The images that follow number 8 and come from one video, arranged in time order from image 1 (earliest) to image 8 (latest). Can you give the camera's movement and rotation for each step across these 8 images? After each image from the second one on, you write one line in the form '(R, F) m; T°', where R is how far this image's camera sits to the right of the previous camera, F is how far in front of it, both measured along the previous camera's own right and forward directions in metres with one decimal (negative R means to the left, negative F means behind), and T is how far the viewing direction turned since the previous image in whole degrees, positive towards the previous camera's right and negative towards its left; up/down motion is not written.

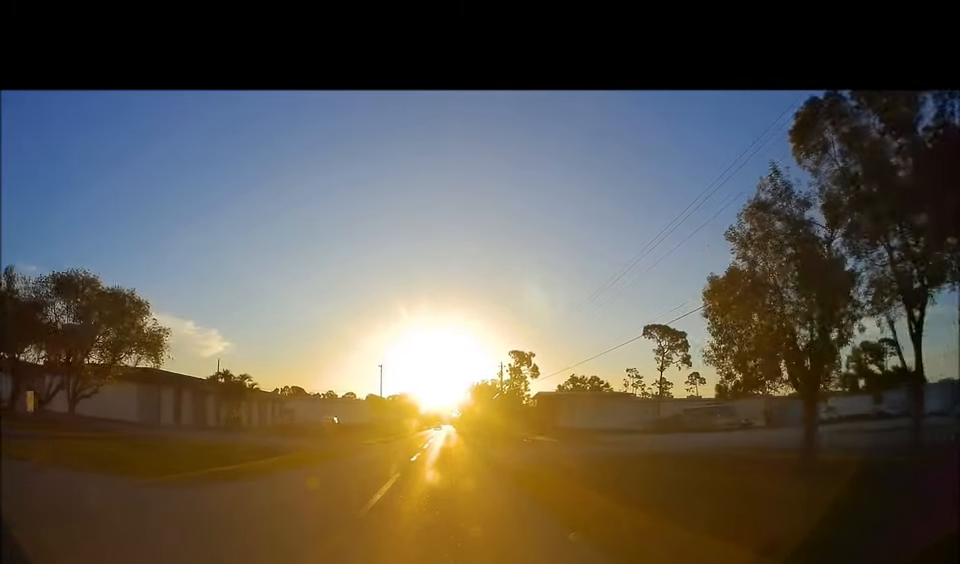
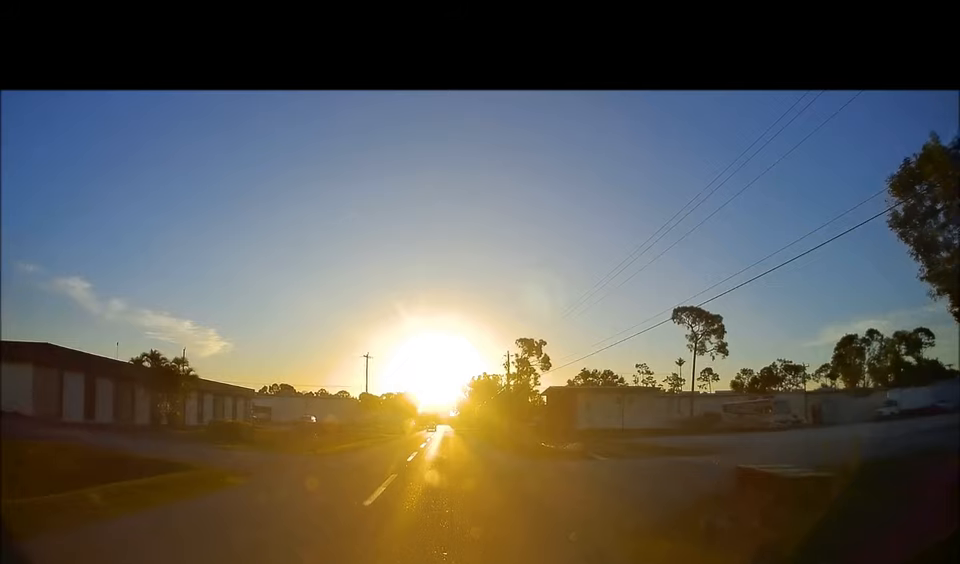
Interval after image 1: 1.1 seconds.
(0.0, +12.9) m; +2°
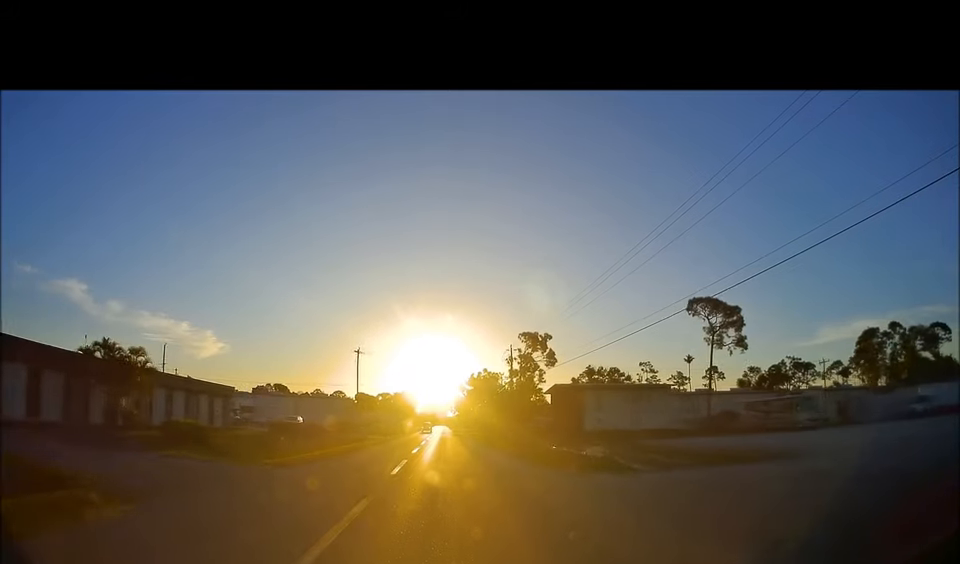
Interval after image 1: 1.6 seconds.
(+0.1, +5.9) m; +1°
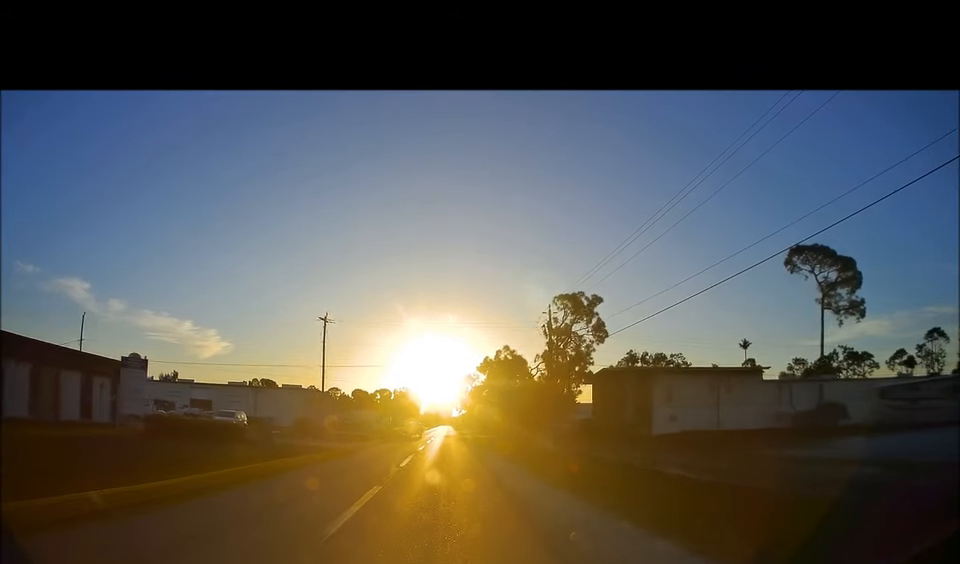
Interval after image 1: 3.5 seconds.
(0.0, +23.0) m; 0°
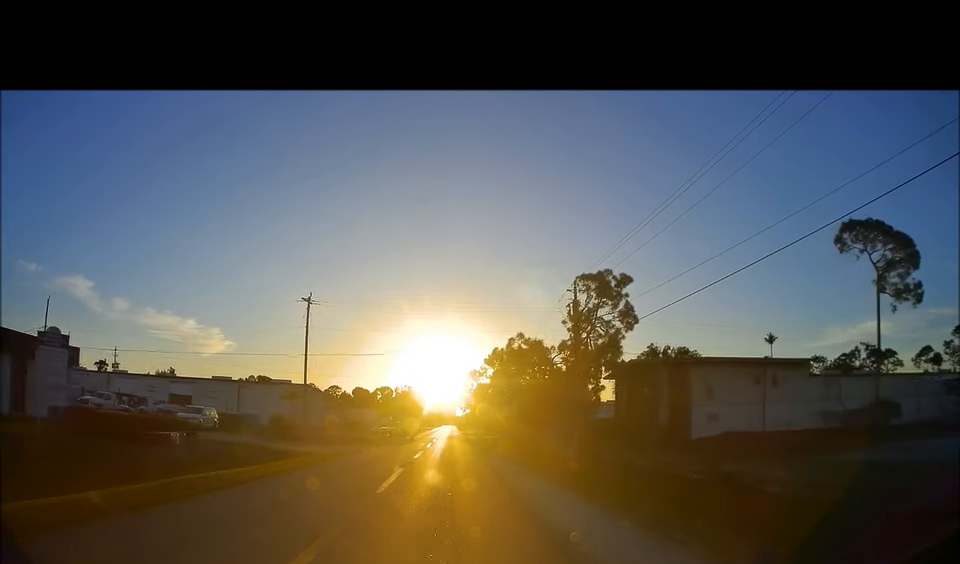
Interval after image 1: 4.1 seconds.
(0.0, +7.8) m; 0°
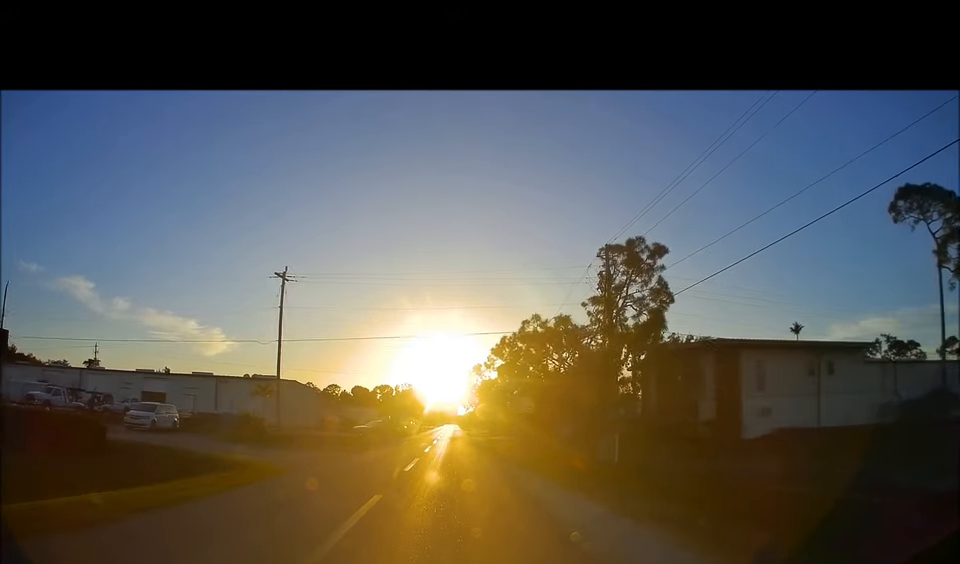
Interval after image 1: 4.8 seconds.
(0.0, +7.8) m; 0°
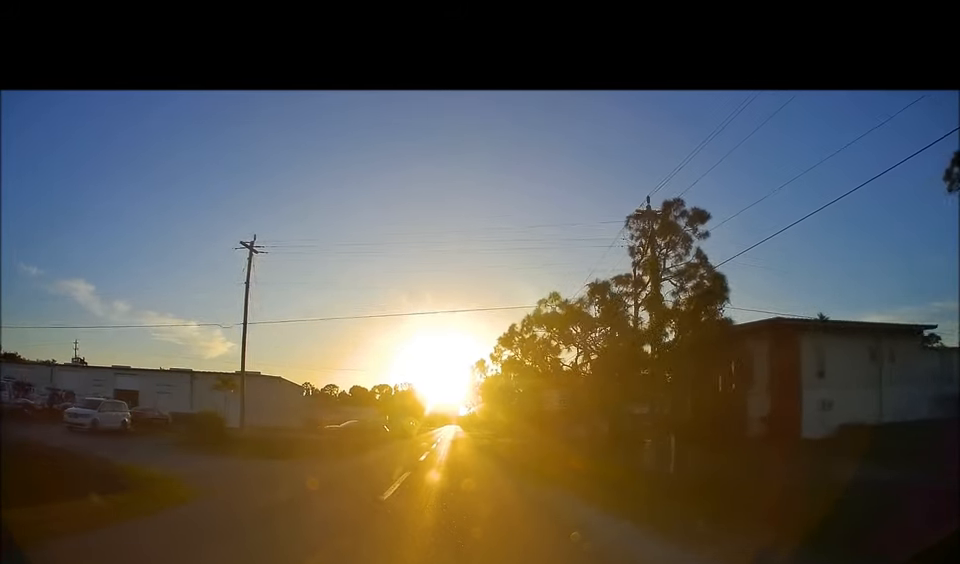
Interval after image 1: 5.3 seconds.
(0.0, +7.0) m; -1°
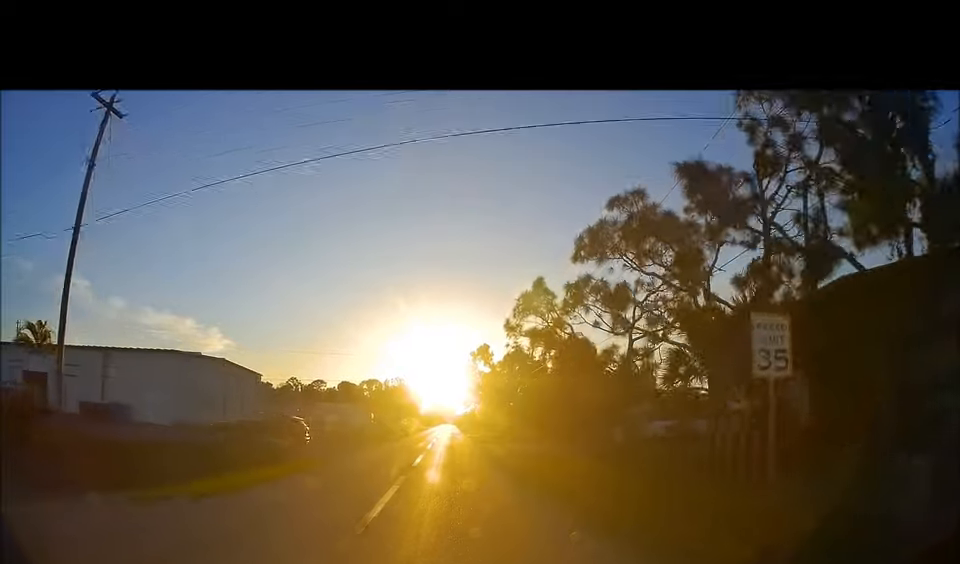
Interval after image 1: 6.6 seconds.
(-0.3, +15.1) m; -2°
